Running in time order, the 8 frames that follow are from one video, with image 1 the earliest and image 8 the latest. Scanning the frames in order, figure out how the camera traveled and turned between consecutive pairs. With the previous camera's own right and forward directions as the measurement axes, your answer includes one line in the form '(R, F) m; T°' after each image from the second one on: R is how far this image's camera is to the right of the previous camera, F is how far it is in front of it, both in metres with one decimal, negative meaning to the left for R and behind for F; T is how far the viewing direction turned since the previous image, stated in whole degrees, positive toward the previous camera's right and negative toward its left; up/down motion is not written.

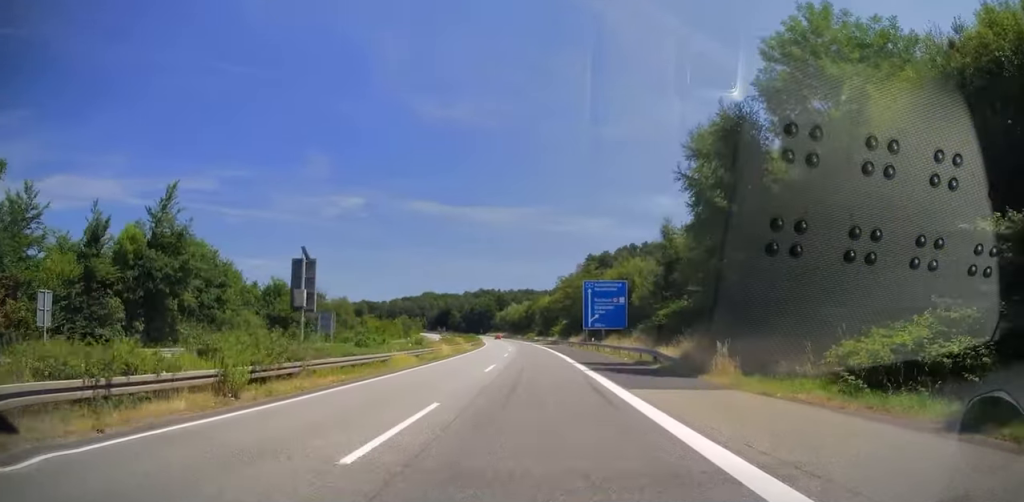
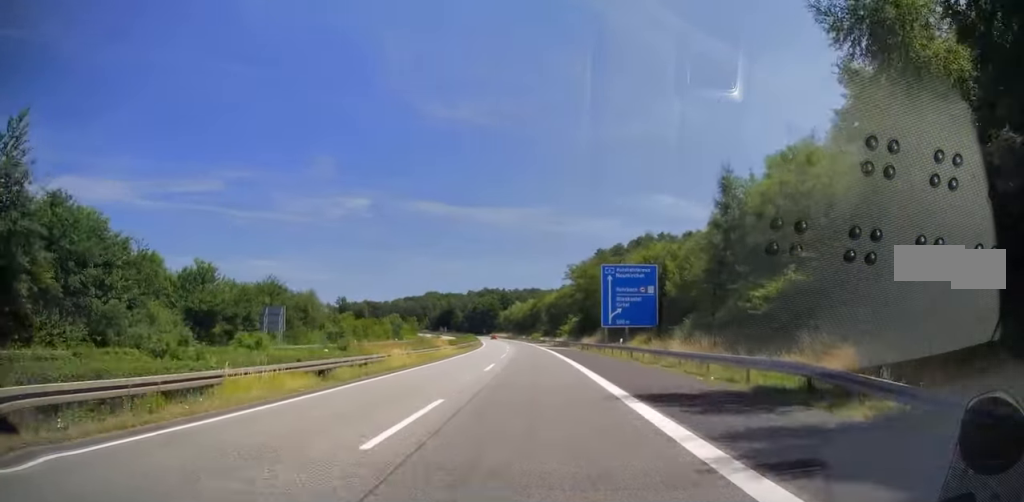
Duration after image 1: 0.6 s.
(0.0, +17.2) m; 0°
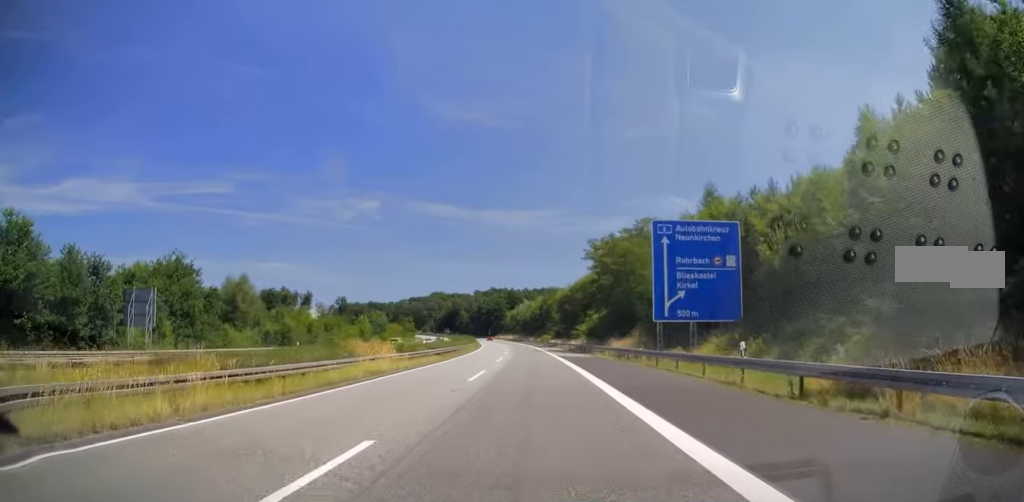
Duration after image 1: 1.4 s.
(-0.3, +23.5) m; -1°
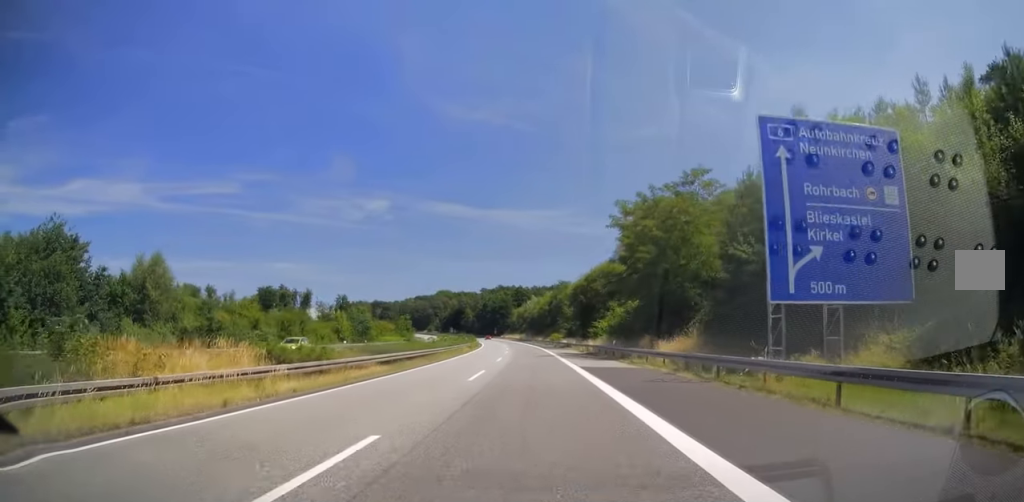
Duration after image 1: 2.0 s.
(-0.2, +17.6) m; -1°
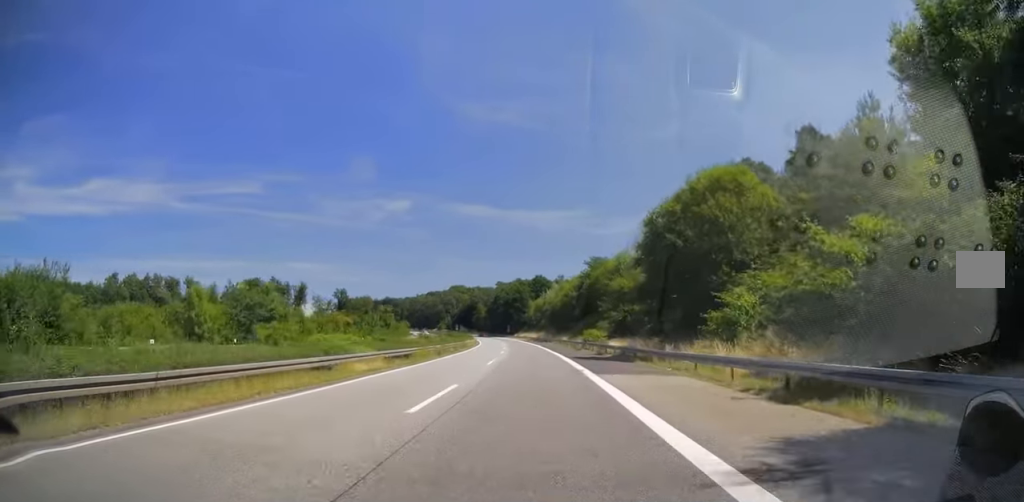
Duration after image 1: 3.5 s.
(-0.9, +45.5) m; -2°
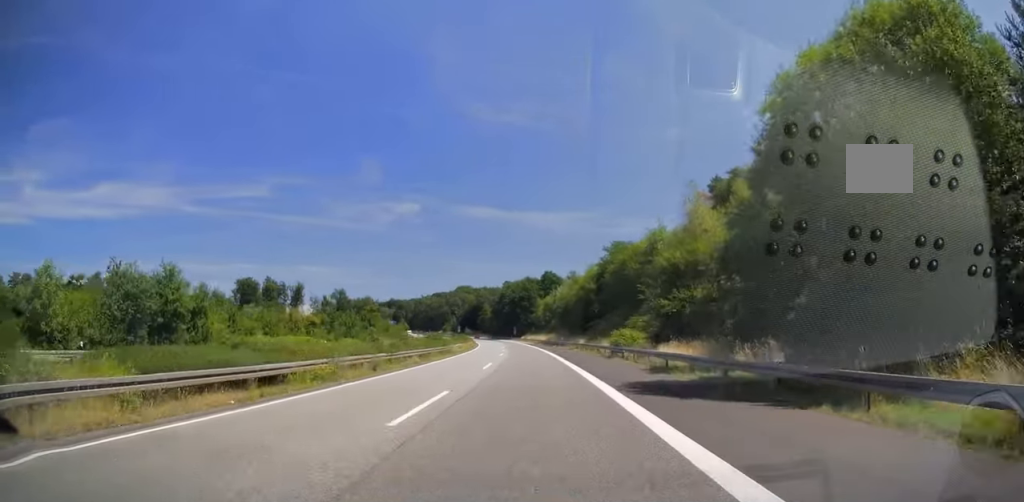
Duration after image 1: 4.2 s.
(+0.1, +19.6) m; -1°
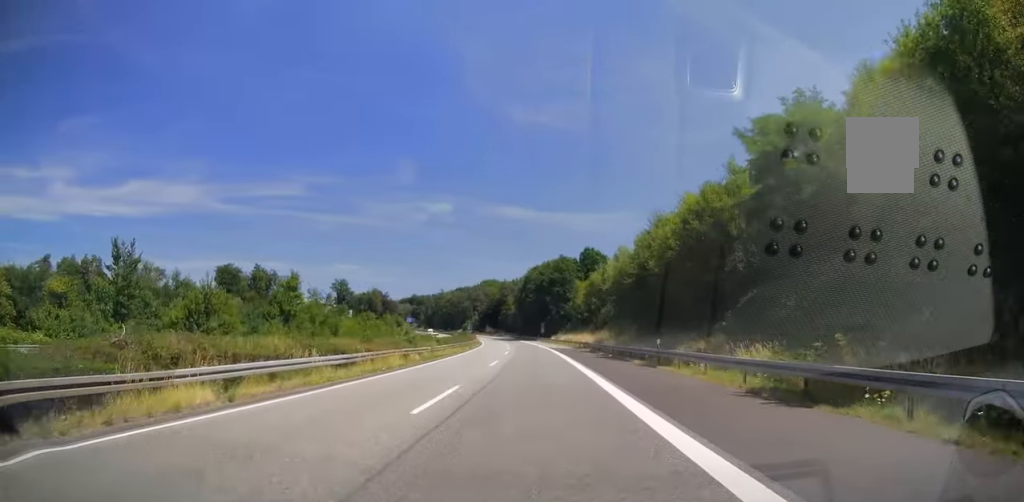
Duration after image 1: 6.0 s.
(-1.4, +52.8) m; -3°
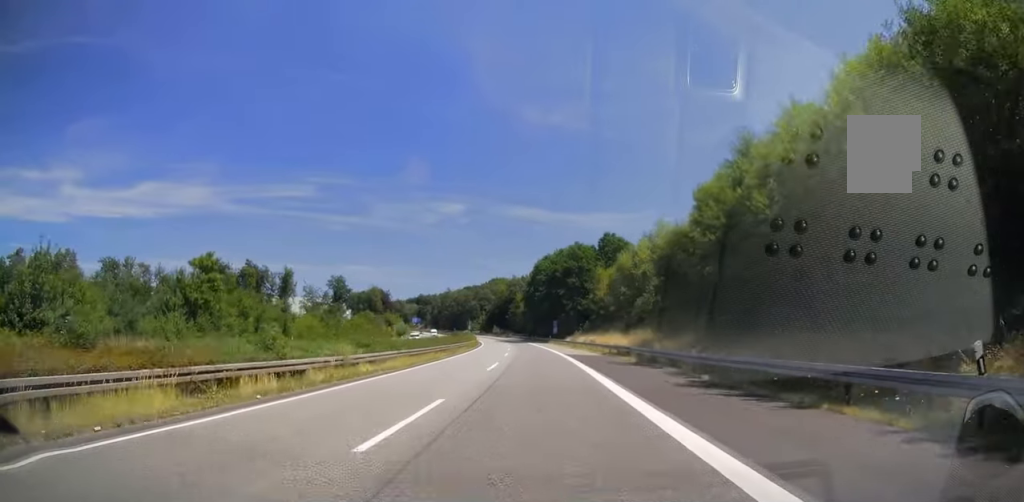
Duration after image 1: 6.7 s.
(-0.3, +21.5) m; -1°
